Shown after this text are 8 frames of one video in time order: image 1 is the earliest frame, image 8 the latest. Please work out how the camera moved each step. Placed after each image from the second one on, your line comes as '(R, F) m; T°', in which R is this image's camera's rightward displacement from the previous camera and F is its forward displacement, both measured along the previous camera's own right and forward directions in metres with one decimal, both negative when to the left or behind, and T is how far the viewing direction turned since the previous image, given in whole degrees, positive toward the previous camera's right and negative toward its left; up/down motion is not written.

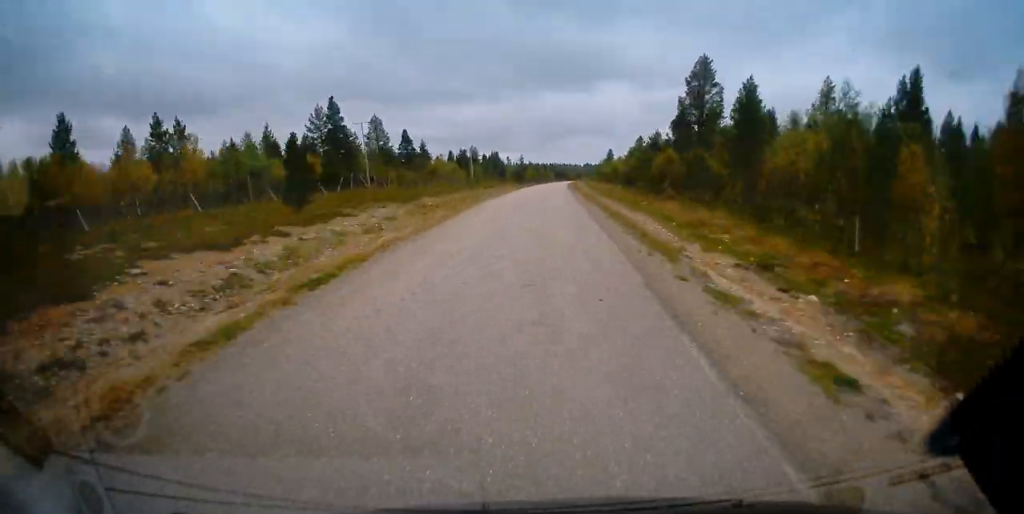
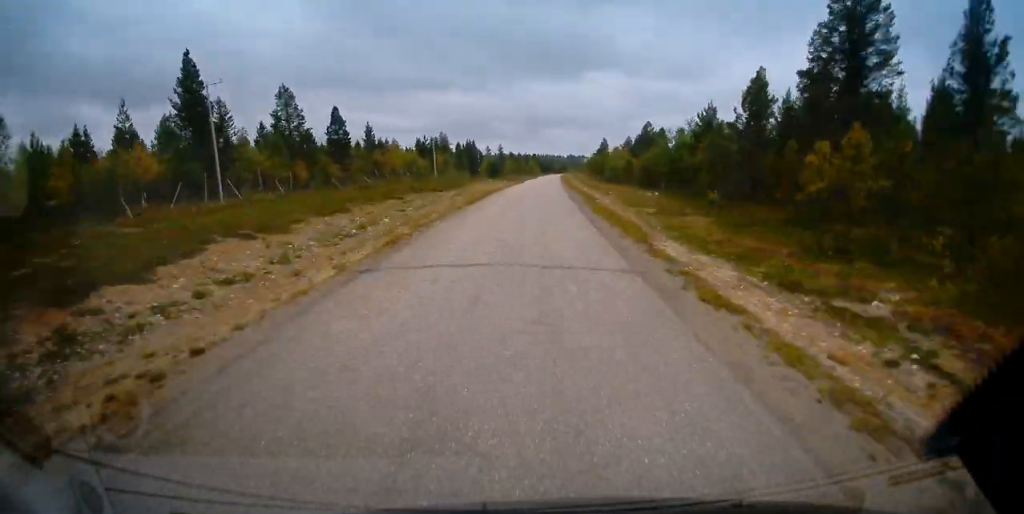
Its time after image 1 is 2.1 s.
(+0.1, +32.9) m; +1°
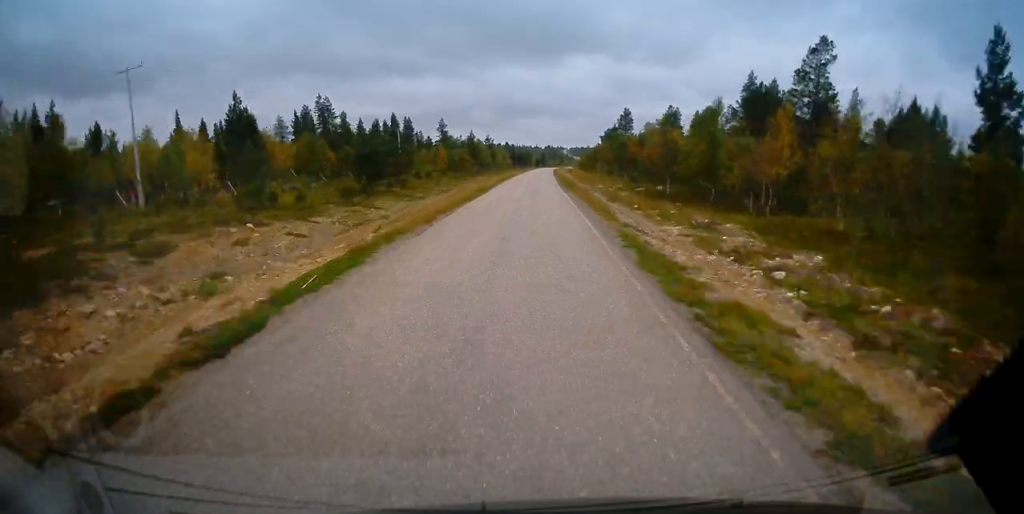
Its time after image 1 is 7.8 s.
(+1.5, +90.1) m; +2°
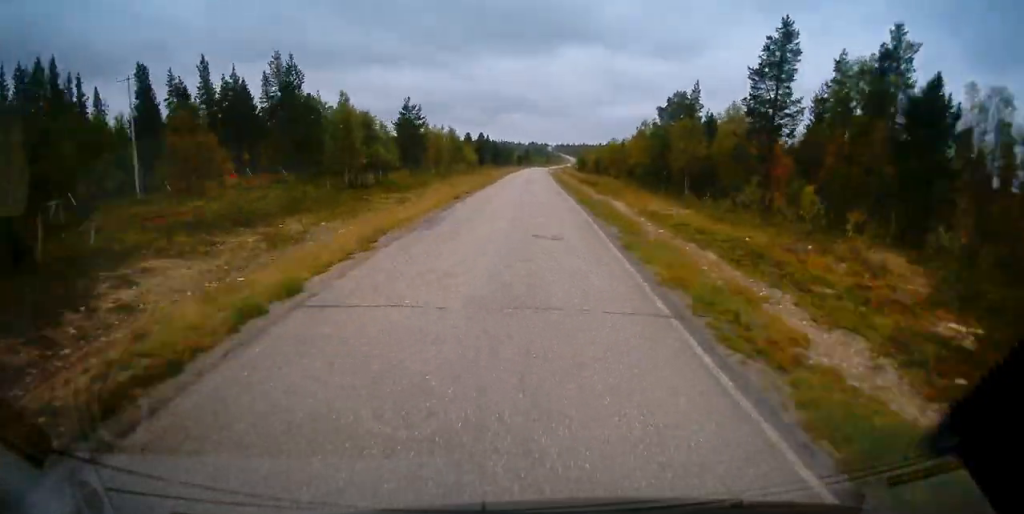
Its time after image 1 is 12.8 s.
(+0.8, +78.1) m; +1°
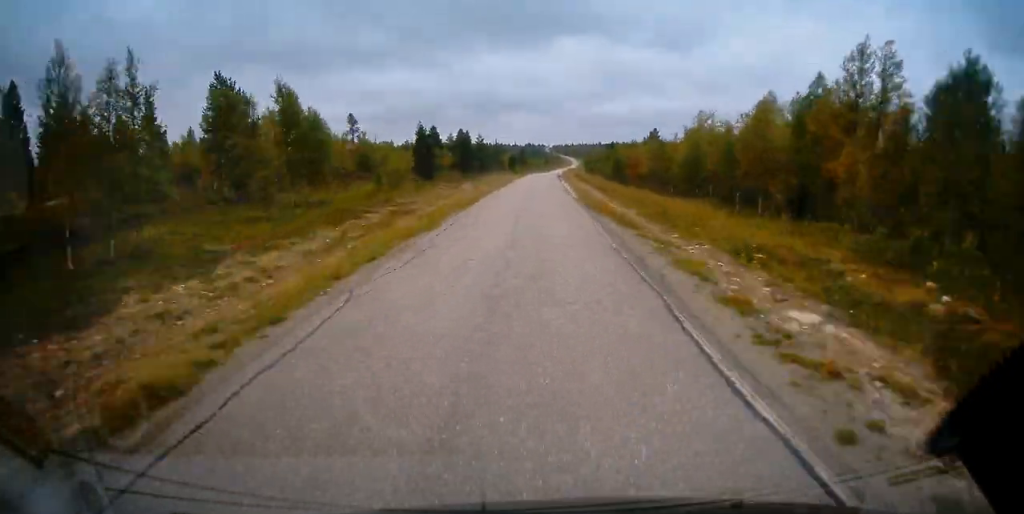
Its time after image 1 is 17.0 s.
(+0.7, +66.2) m; +1°
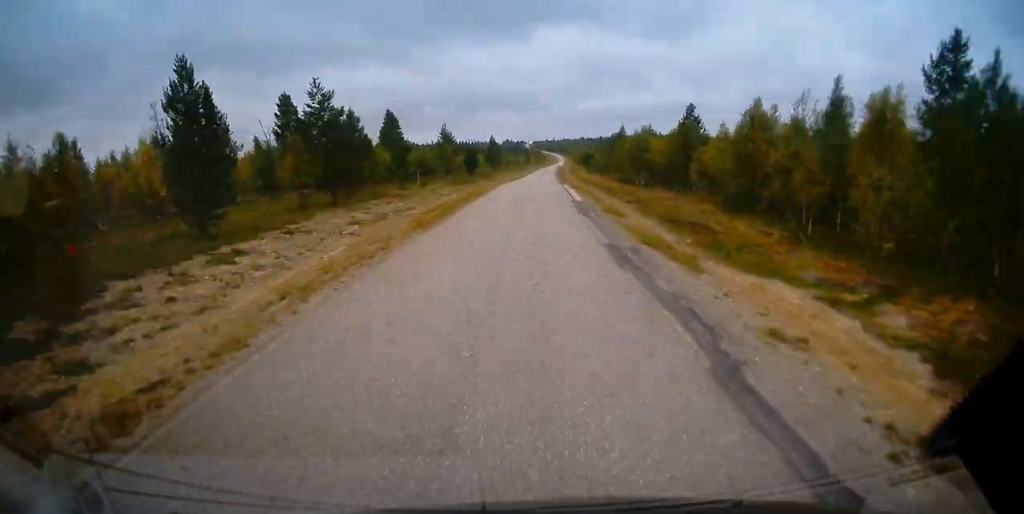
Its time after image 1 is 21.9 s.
(+1.1, +77.7) m; +2°
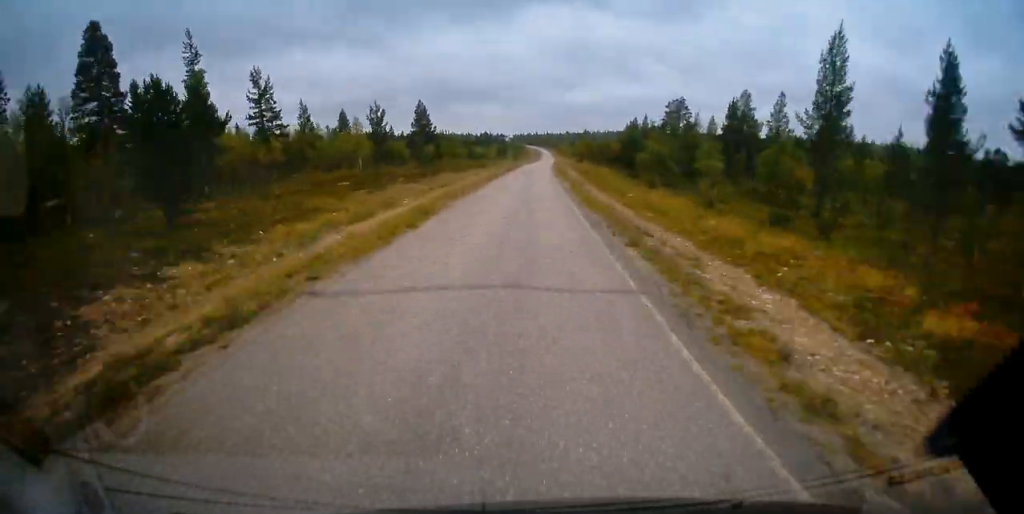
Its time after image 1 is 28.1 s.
(+1.6, +96.2) m; +1°
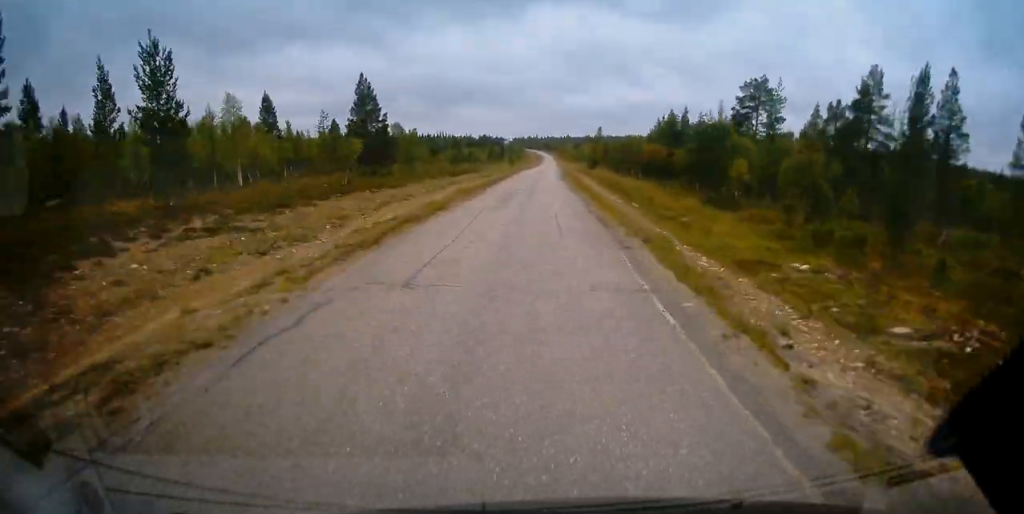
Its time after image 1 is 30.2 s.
(+0.1, +32.8) m; 0°
